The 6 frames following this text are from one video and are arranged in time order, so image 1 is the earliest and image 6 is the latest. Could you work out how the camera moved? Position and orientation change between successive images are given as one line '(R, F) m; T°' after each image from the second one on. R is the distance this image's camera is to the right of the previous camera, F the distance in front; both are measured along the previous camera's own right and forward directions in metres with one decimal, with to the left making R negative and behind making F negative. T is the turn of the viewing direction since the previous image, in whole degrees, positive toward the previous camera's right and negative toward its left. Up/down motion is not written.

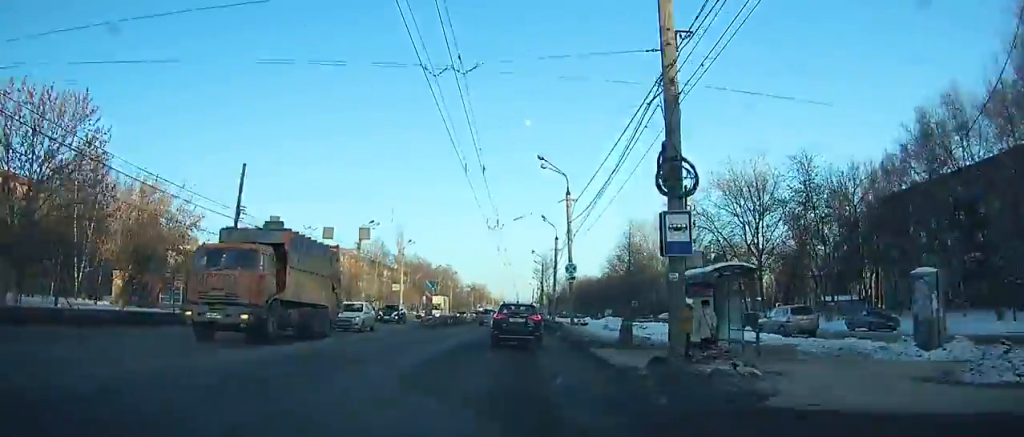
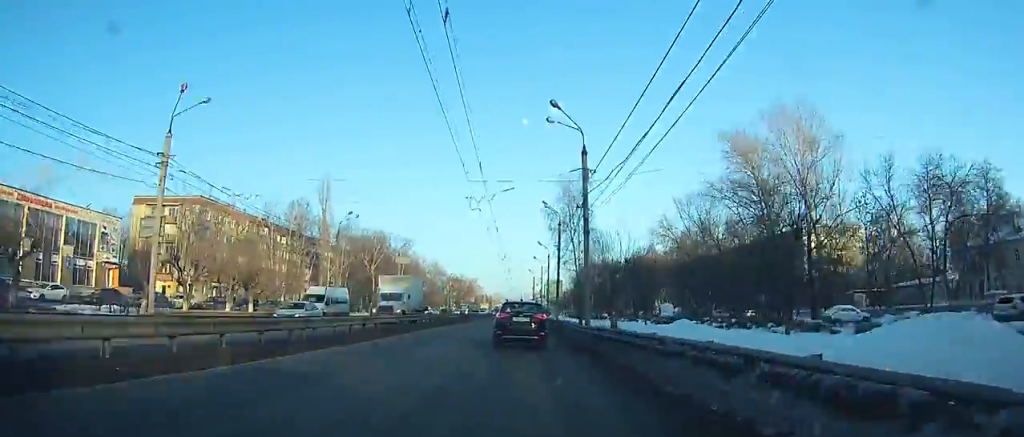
(-0.5, +56.3) m; 0°
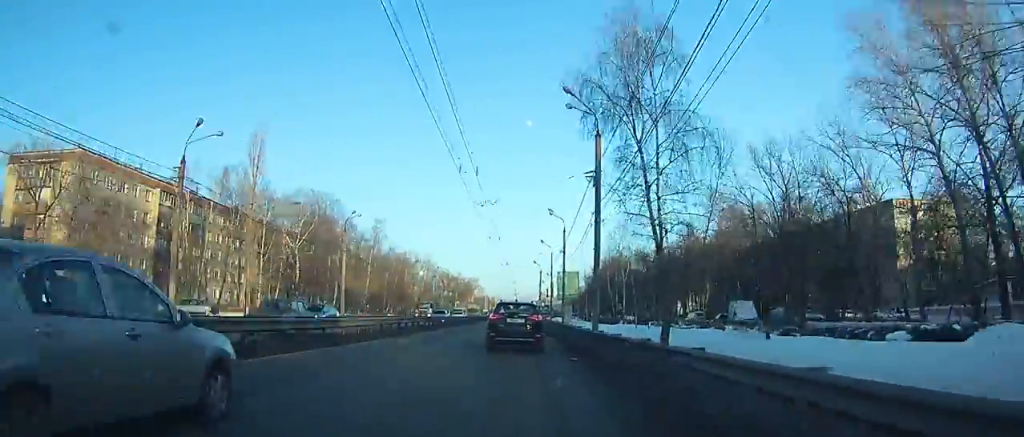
(0.0, +27.6) m; 0°
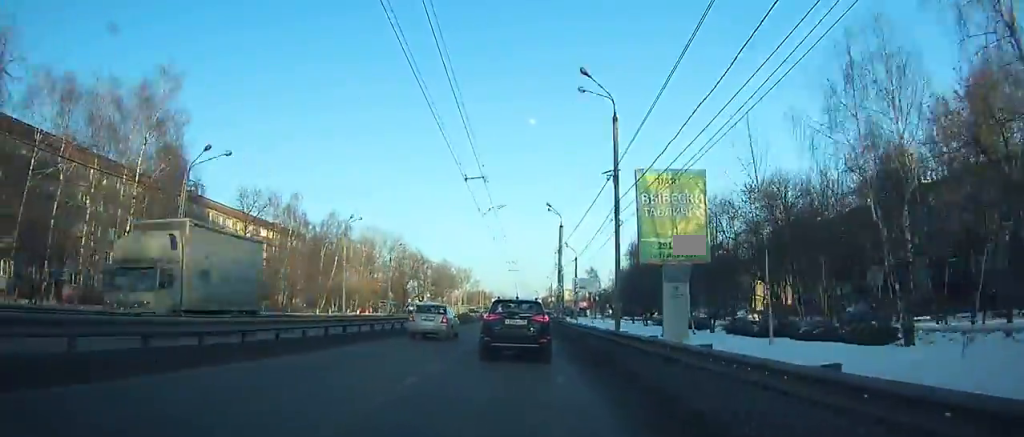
(-0.3, +59.3) m; 0°
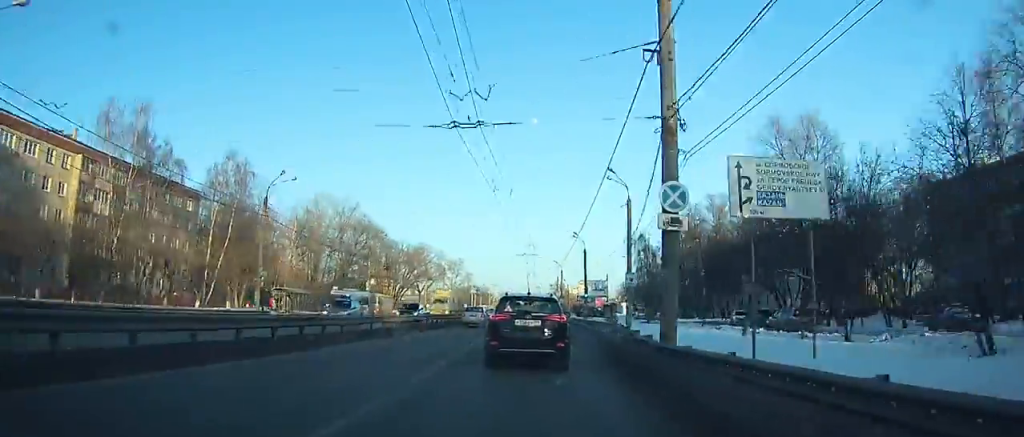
(+0.5, +45.1) m; +1°
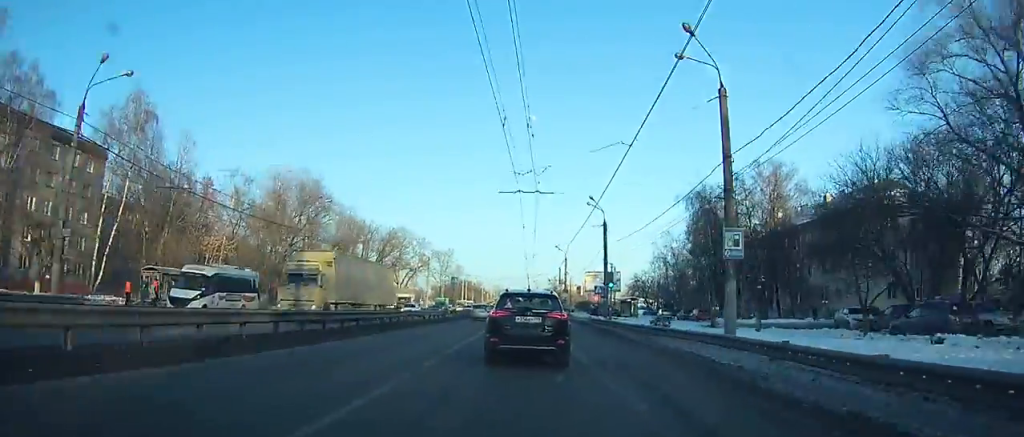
(+0.1, +23.1) m; 0°
